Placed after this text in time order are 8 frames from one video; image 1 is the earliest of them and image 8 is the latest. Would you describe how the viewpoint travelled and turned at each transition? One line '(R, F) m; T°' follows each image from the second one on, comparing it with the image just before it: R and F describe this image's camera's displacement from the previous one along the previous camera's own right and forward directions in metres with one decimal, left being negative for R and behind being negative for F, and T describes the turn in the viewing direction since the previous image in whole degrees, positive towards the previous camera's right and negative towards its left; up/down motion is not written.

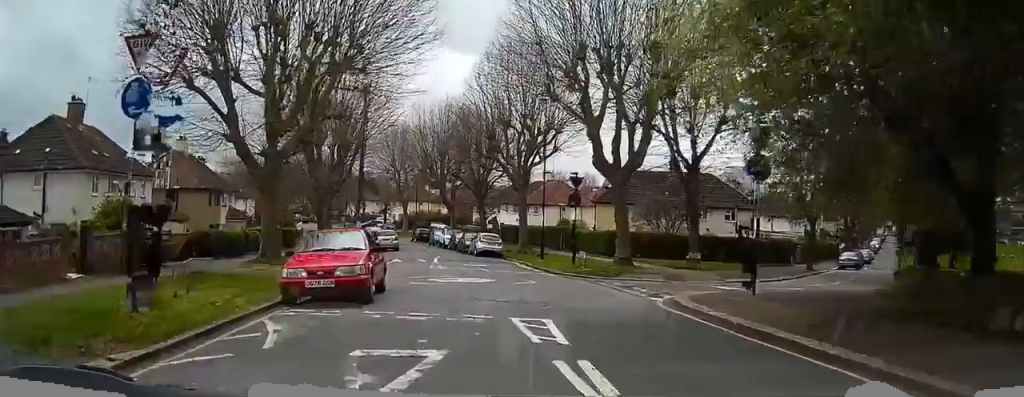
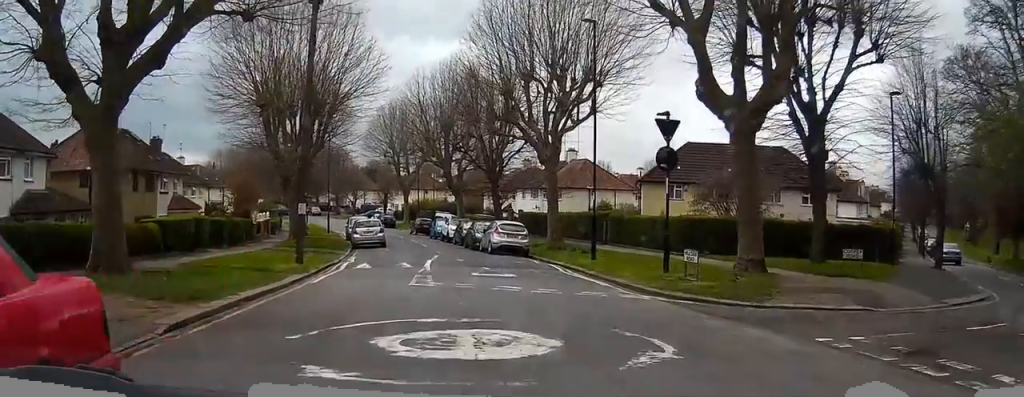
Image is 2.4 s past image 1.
(-0.2, +15.2) m; -3°
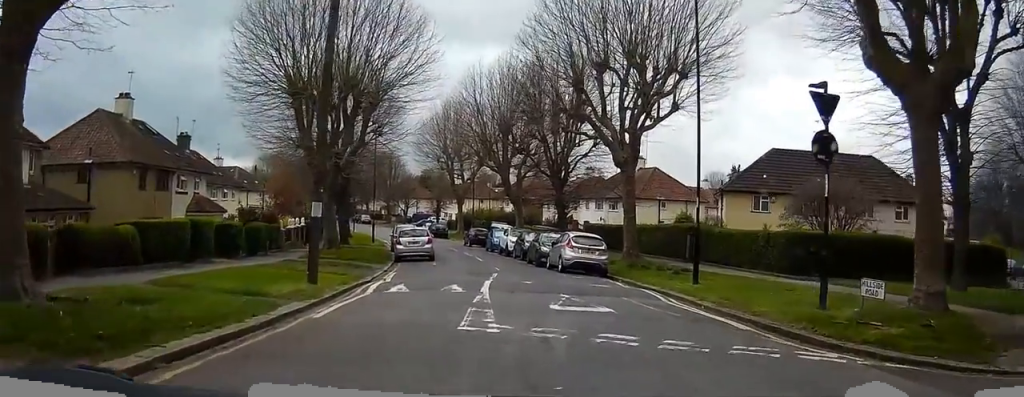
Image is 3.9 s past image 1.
(-0.3, +6.2) m; -4°
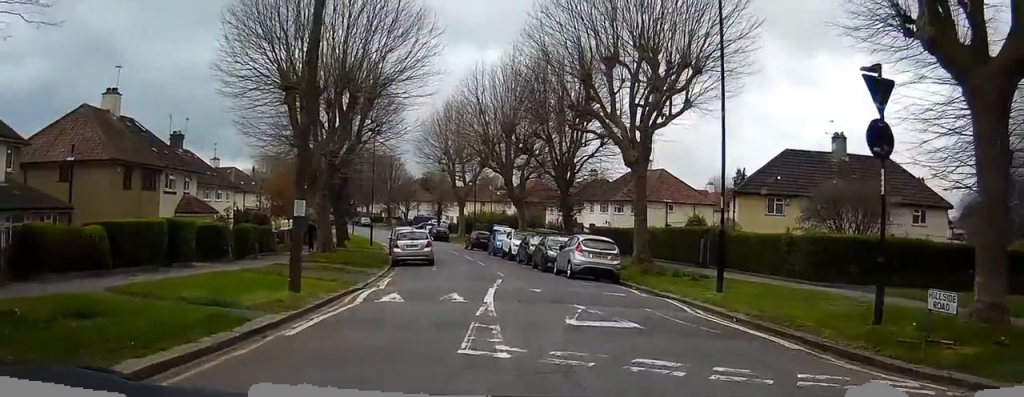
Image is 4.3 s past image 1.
(-0.1, +1.6) m; 0°
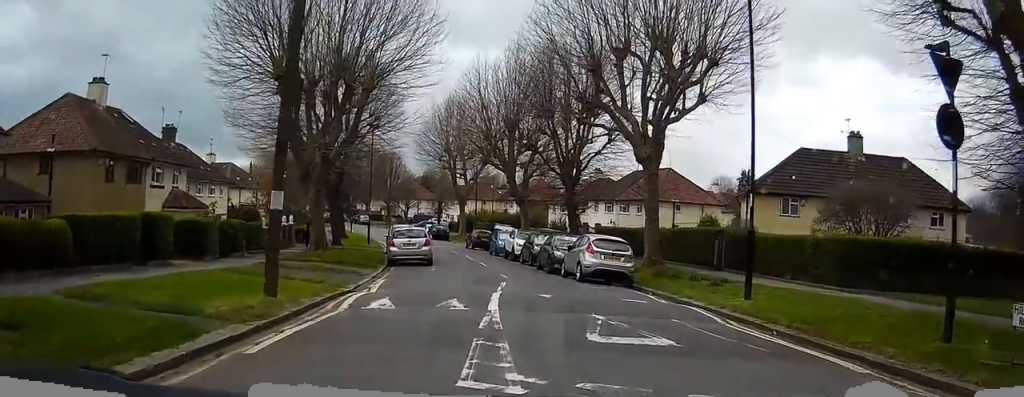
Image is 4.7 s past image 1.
(0.0, +1.6) m; 0°
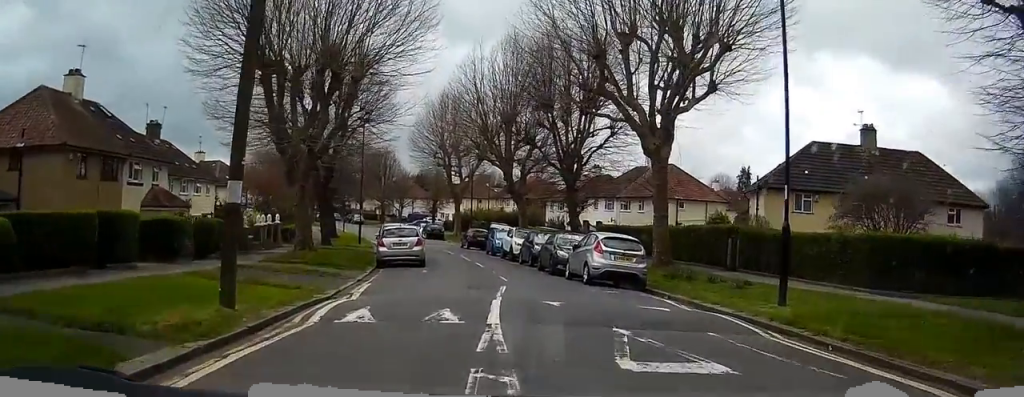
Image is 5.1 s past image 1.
(+0.1, +1.8) m; 0°
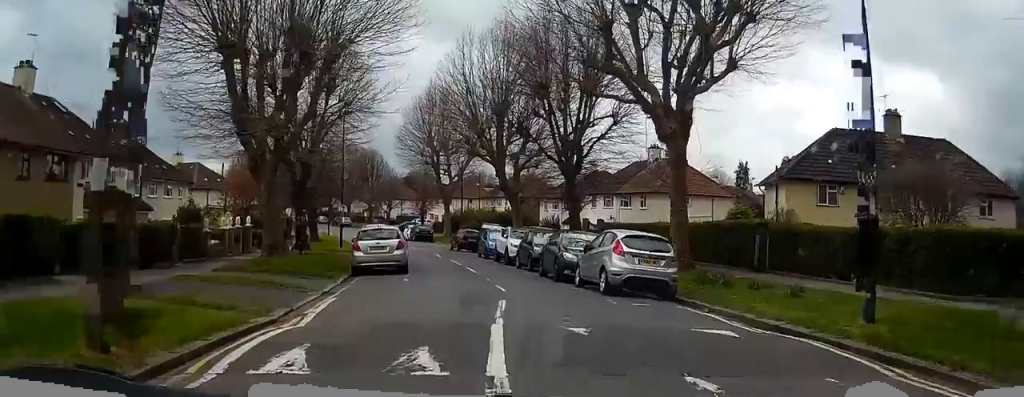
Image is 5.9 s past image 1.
(0.0, +3.6) m; -1°
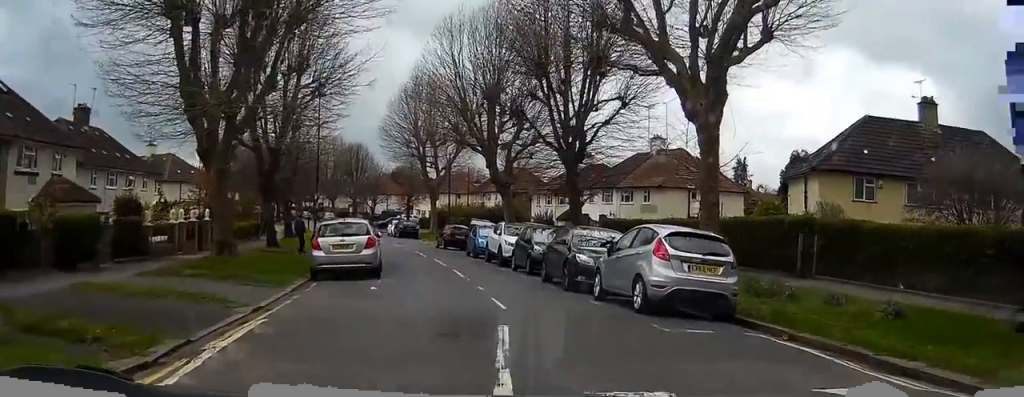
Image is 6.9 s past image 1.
(-0.1, +4.4) m; +2°
